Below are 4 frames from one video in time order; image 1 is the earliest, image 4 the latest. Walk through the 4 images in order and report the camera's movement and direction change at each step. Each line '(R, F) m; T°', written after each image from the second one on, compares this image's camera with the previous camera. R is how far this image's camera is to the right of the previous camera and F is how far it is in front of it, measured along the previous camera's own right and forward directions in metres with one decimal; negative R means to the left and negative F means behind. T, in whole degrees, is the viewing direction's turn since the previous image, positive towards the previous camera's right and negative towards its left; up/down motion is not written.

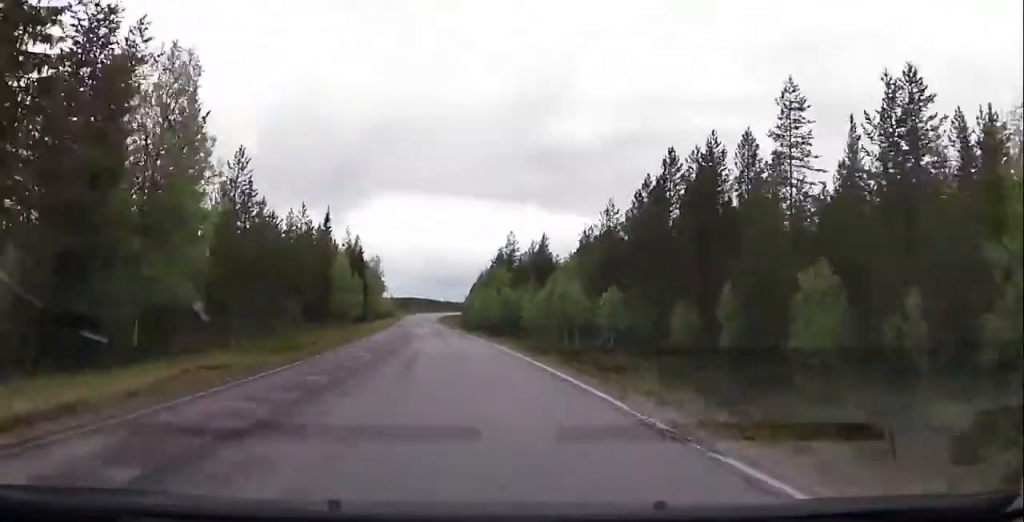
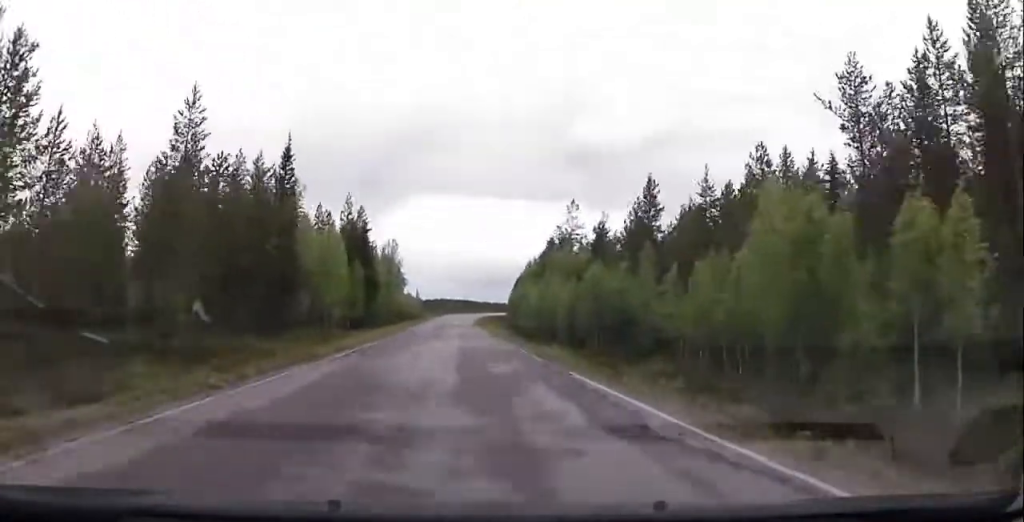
(-1.9, +34.1) m; -4°
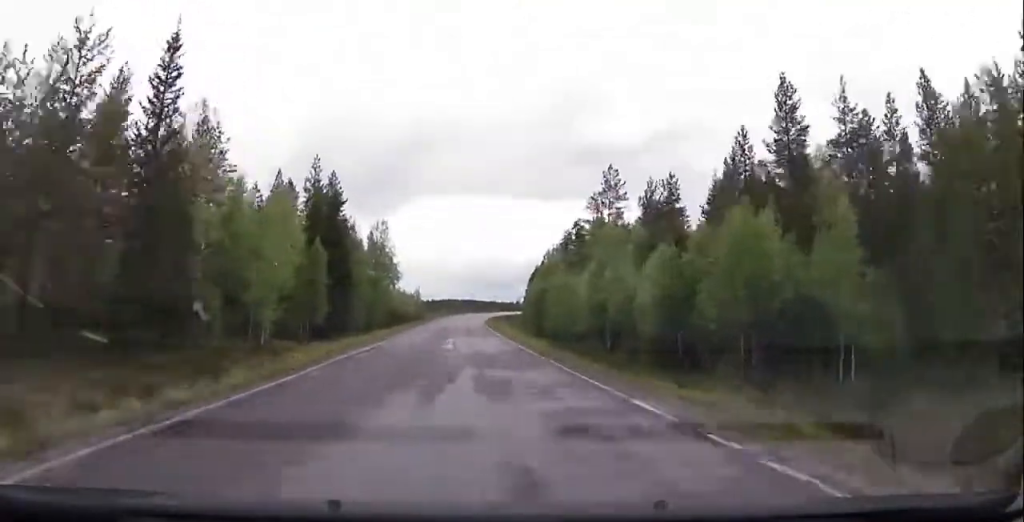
(0.0, +21.4) m; 0°
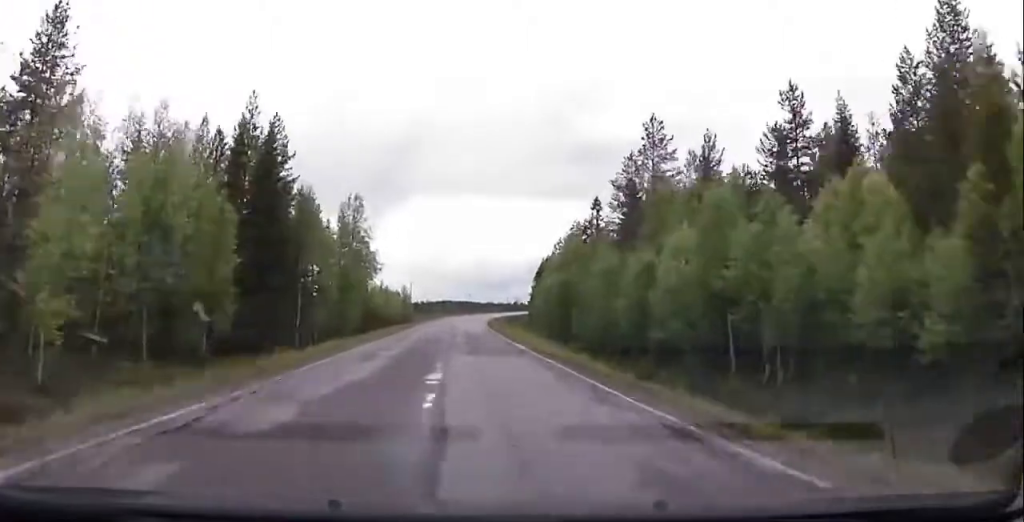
(0.0, +19.1) m; 0°
